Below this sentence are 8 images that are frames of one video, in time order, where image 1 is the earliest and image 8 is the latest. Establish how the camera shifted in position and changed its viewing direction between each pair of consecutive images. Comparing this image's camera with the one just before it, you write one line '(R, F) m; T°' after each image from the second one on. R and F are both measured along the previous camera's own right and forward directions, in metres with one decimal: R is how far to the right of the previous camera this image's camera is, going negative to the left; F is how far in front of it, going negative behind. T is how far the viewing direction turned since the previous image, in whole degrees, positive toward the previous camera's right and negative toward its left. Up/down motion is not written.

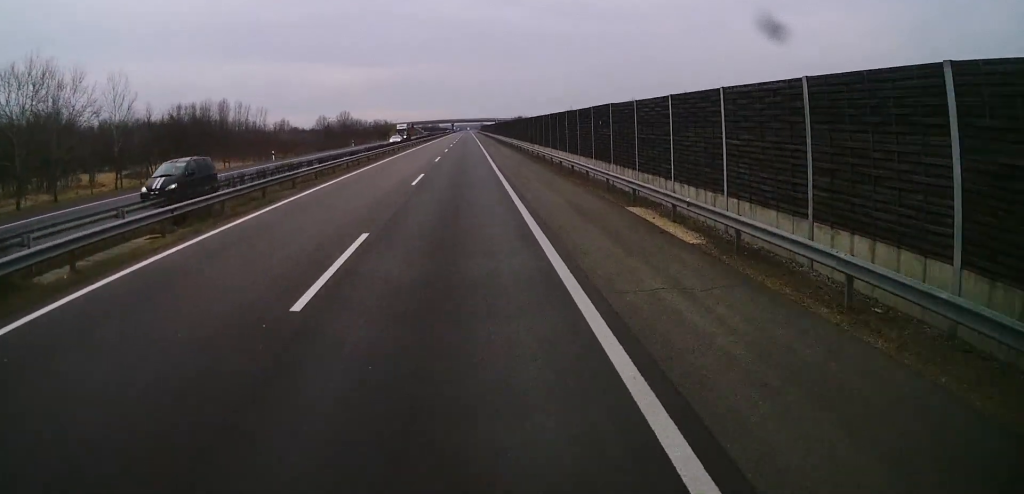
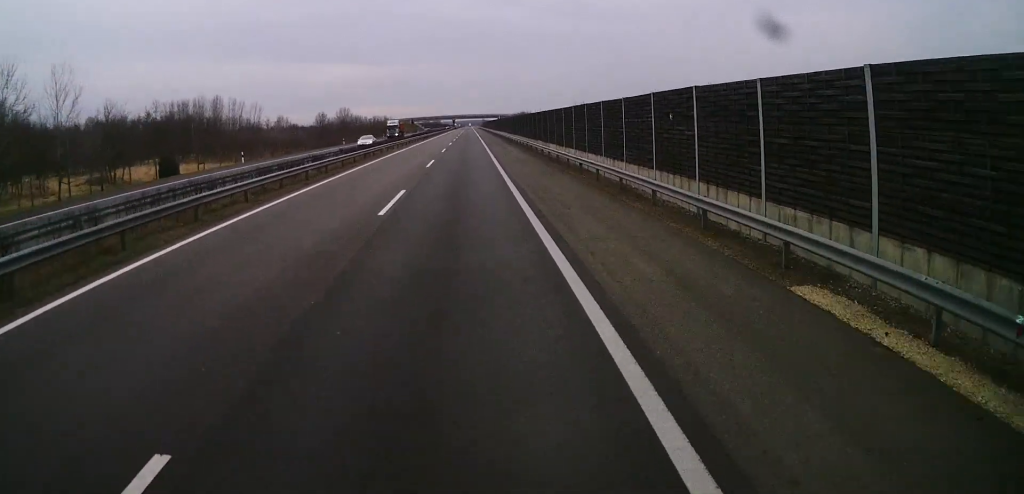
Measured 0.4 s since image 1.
(0.0, +10.0) m; 0°
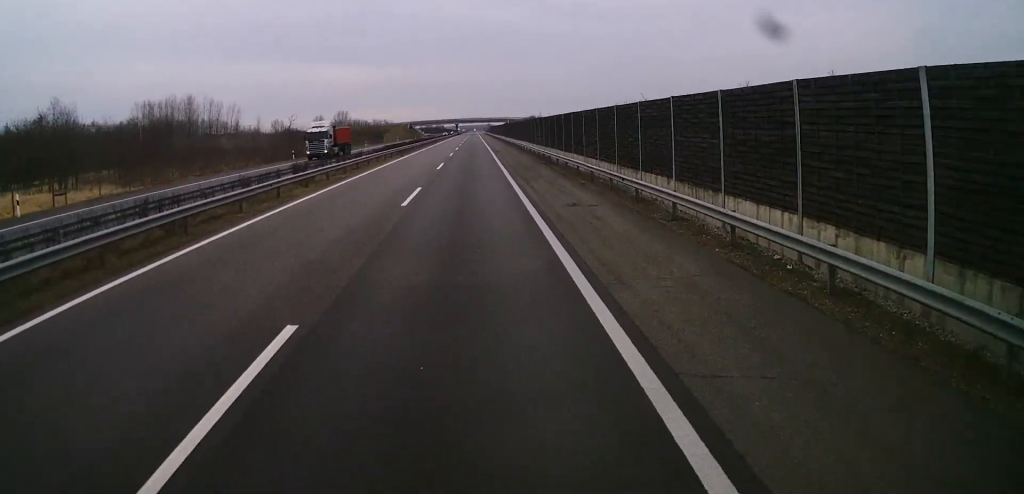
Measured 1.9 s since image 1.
(0.0, +33.1) m; 0°
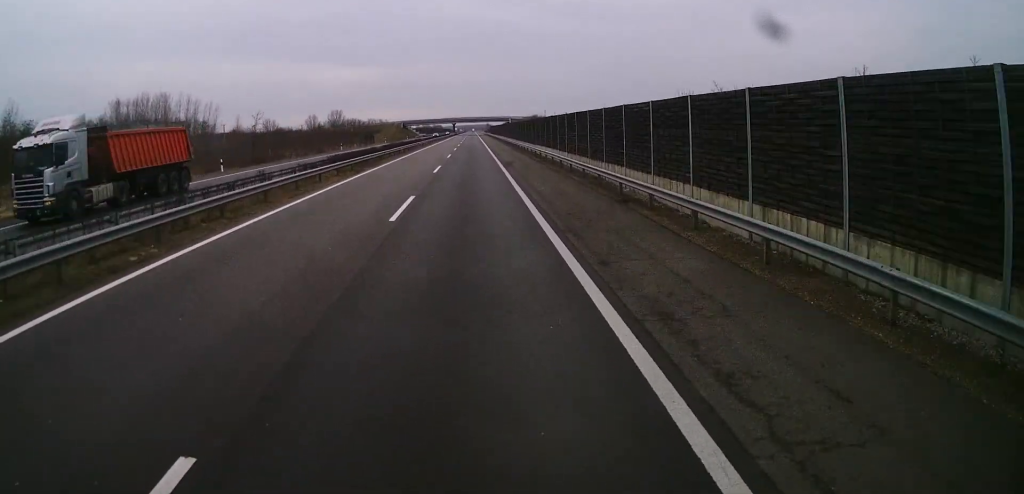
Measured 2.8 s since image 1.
(0.0, +21.5) m; 0°
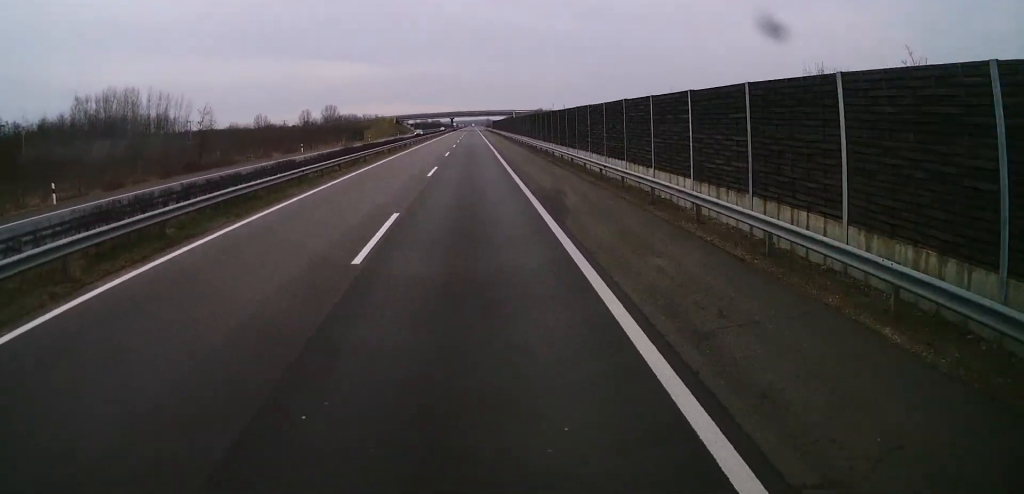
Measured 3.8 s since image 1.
(0.0, +23.9) m; 0°
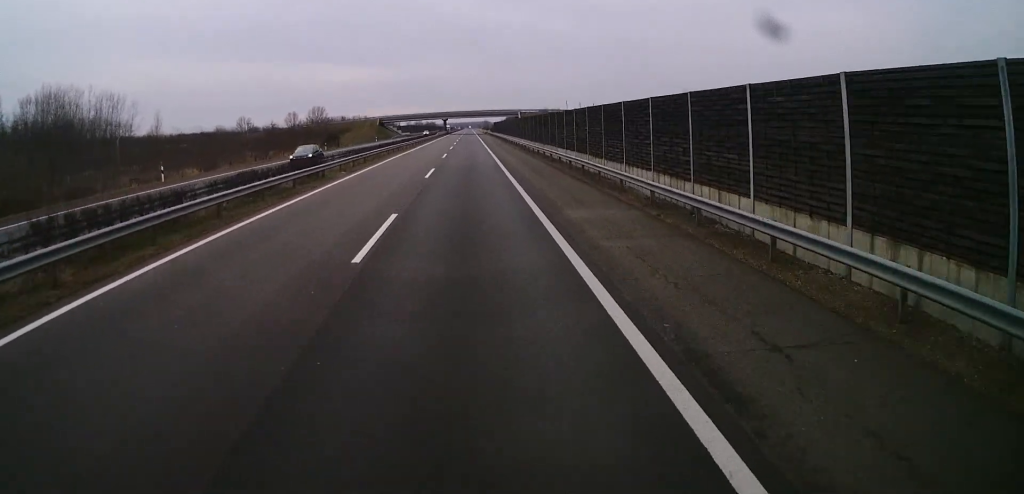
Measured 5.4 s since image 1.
(0.0, +36.1) m; 0°
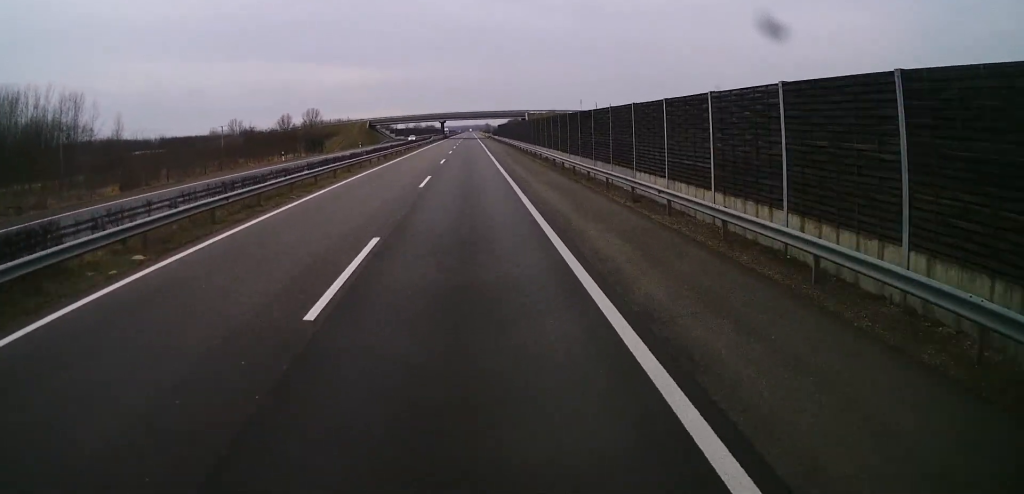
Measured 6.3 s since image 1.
(+0.1, +21.5) m; +1°
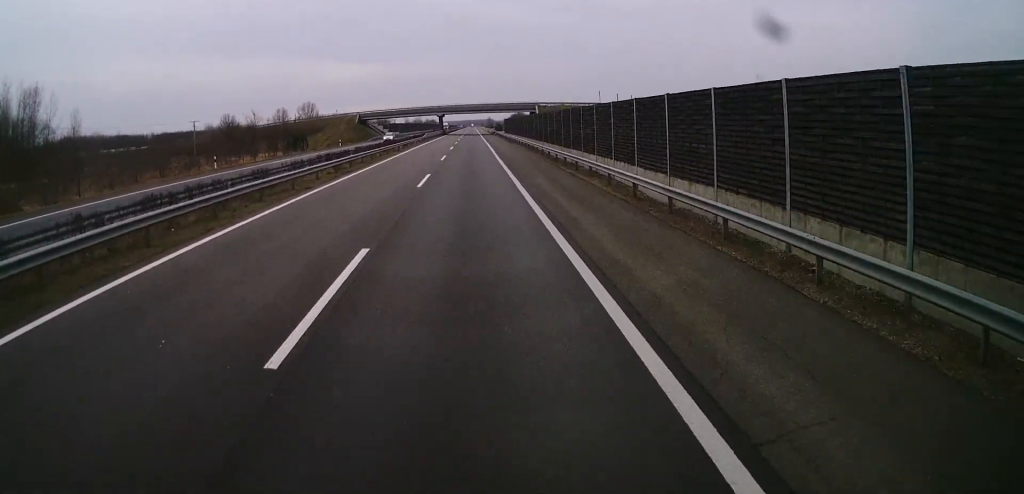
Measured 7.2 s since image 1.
(+0.2, +20.0) m; 0°
